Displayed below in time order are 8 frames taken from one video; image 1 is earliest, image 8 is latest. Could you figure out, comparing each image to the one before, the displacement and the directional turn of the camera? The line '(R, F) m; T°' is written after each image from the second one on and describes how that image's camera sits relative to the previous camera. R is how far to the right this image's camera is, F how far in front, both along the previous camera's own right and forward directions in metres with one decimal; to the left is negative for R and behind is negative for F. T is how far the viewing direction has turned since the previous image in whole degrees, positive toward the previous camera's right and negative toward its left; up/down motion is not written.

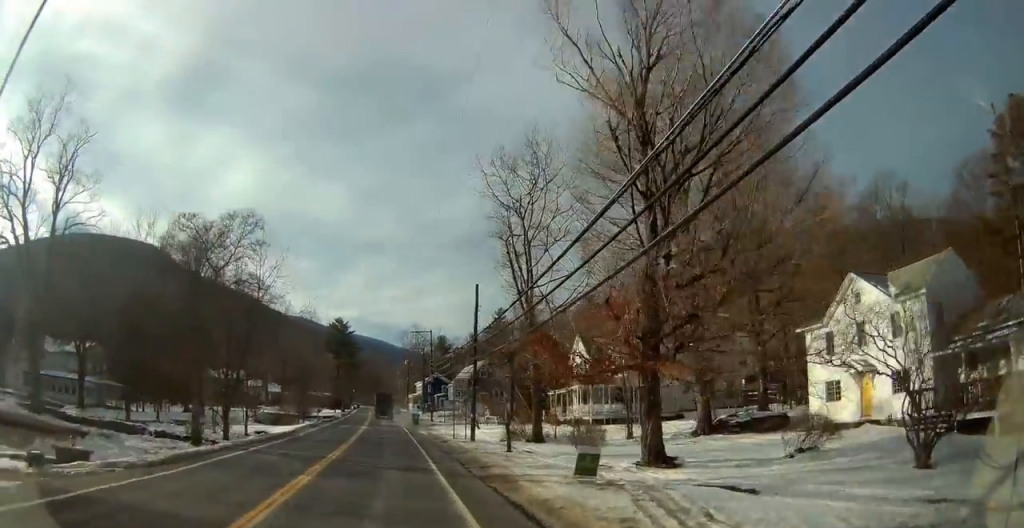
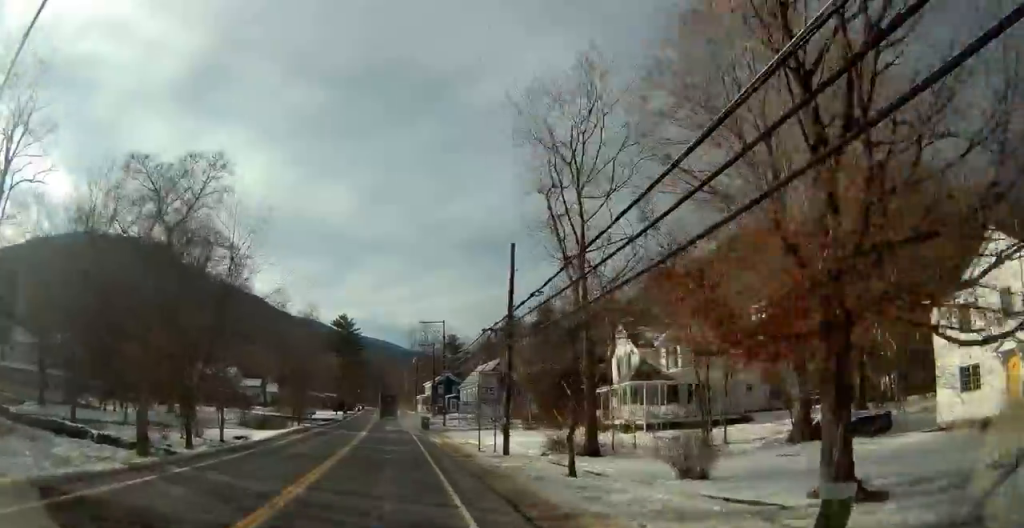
(0.0, +8.6) m; -1°
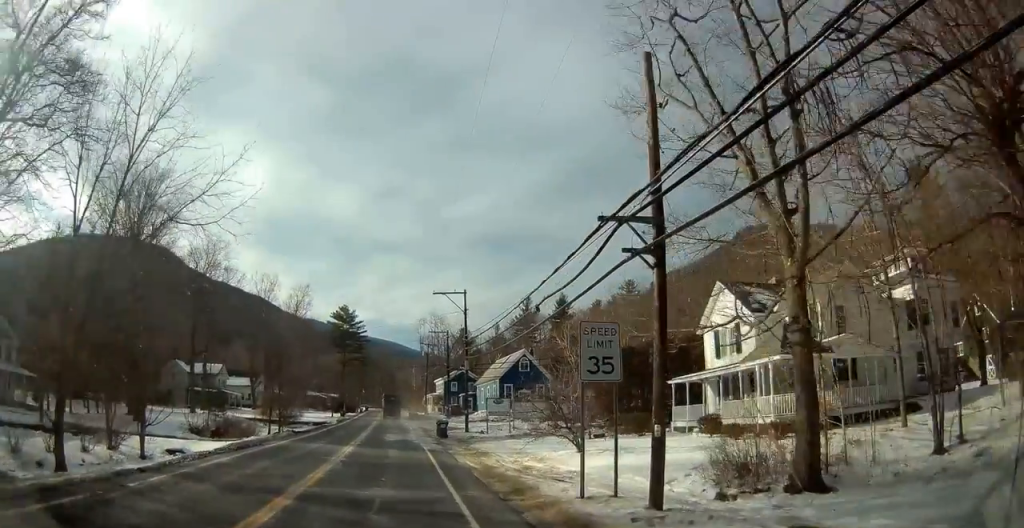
(-0.1, +14.1) m; -1°
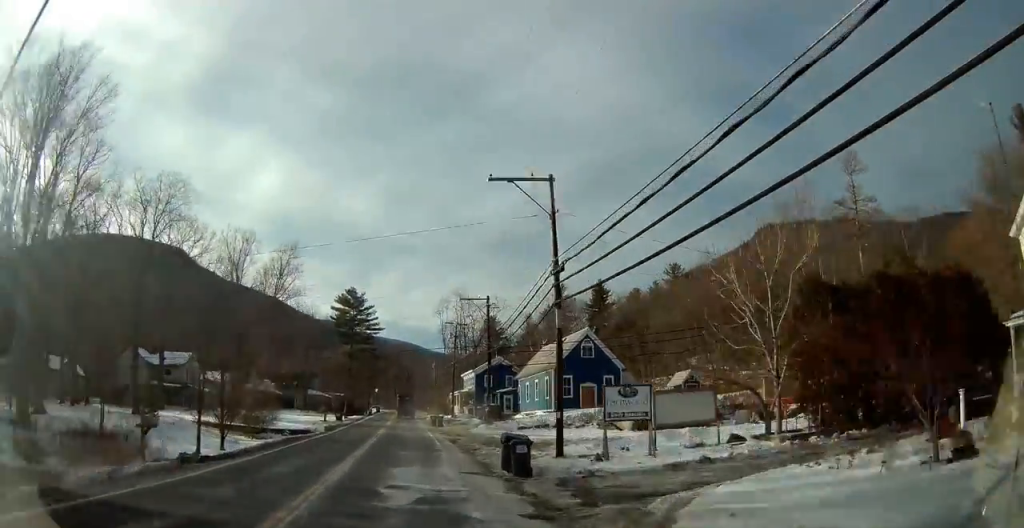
(-0.1, +21.3) m; 0°
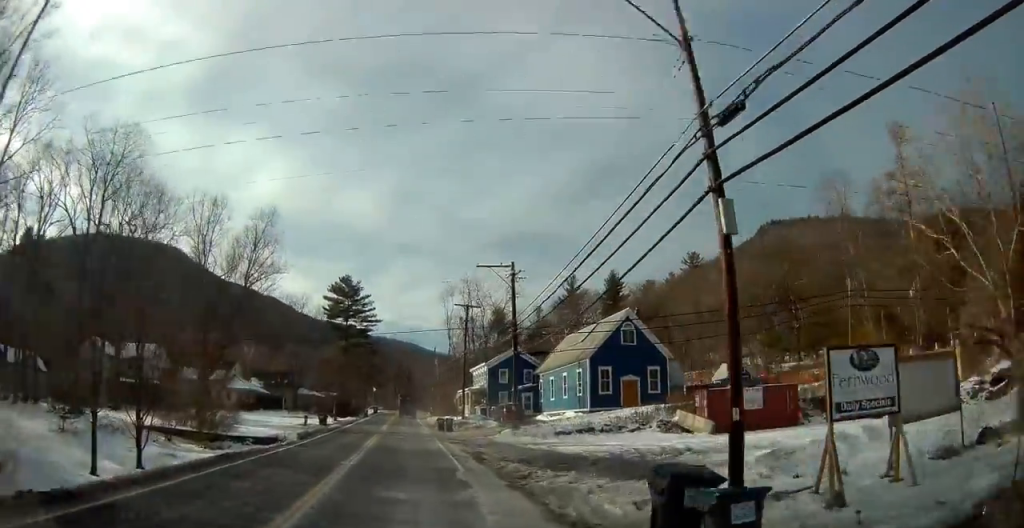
(0.0, +11.2) m; -1°
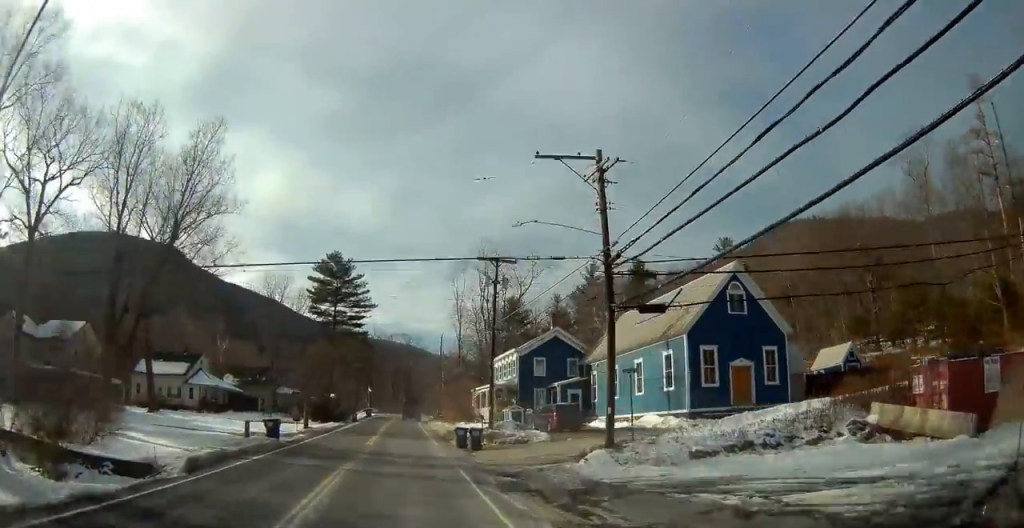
(-0.6, +17.3) m; -2°
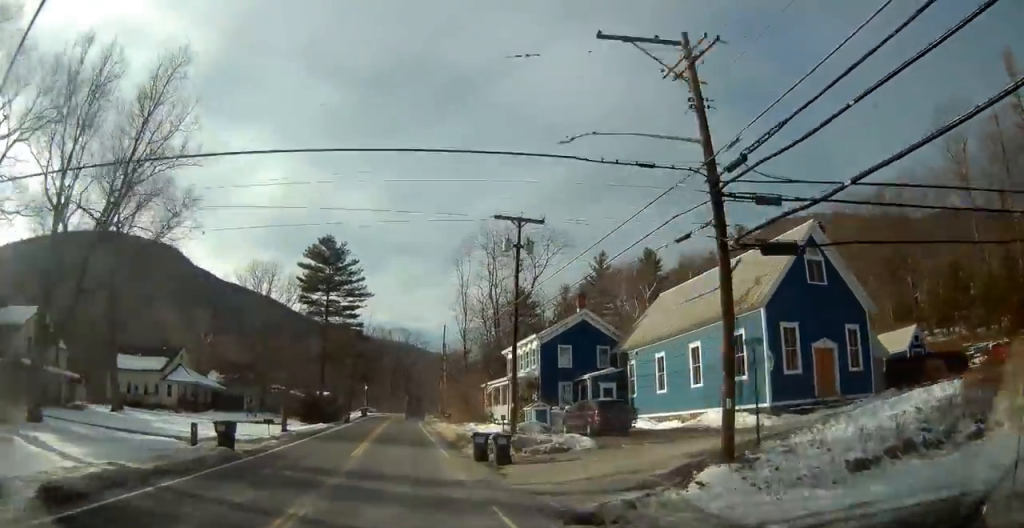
(-0.2, +7.6) m; 0°
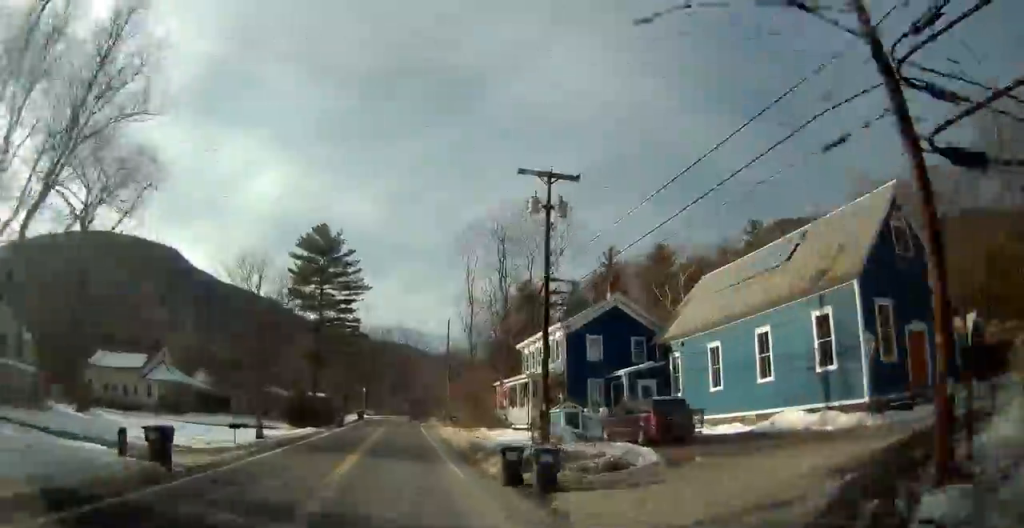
(+0.2, +6.0) m; +1°
